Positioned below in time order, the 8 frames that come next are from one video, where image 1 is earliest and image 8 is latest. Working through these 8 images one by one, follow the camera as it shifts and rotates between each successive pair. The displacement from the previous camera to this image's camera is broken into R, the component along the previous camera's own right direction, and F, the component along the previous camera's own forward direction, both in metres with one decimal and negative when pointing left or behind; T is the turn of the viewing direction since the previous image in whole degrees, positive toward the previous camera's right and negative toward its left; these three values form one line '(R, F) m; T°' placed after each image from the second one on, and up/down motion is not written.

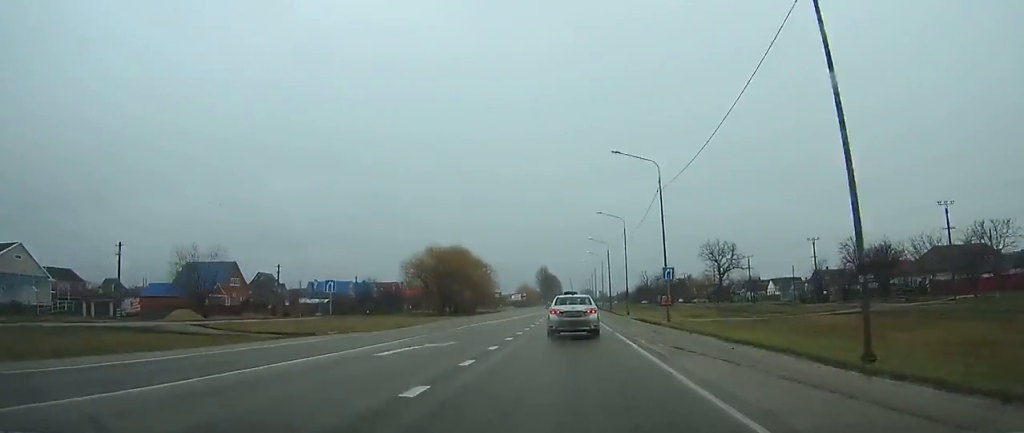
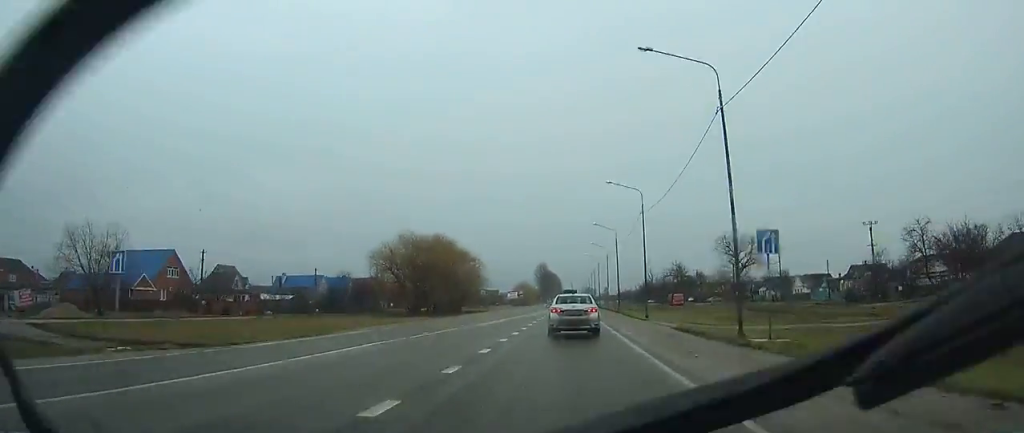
(-0.1, +17.6) m; 0°
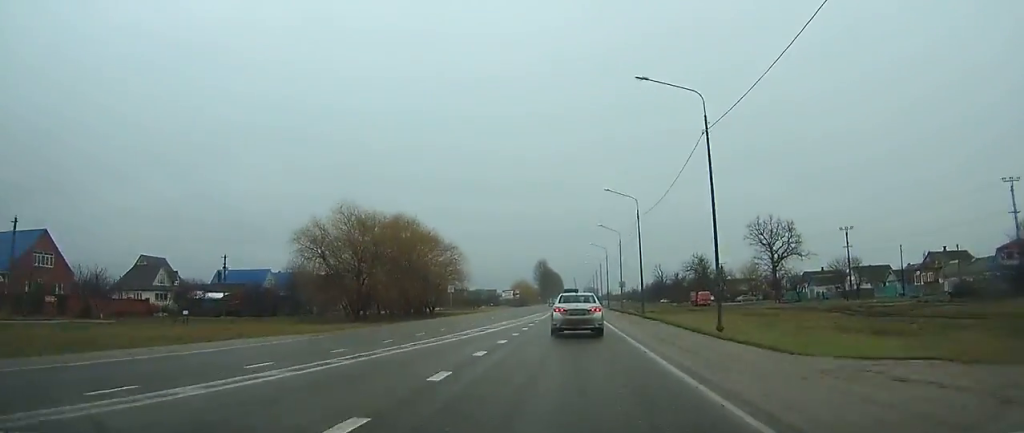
(-0.1, +25.3) m; 0°
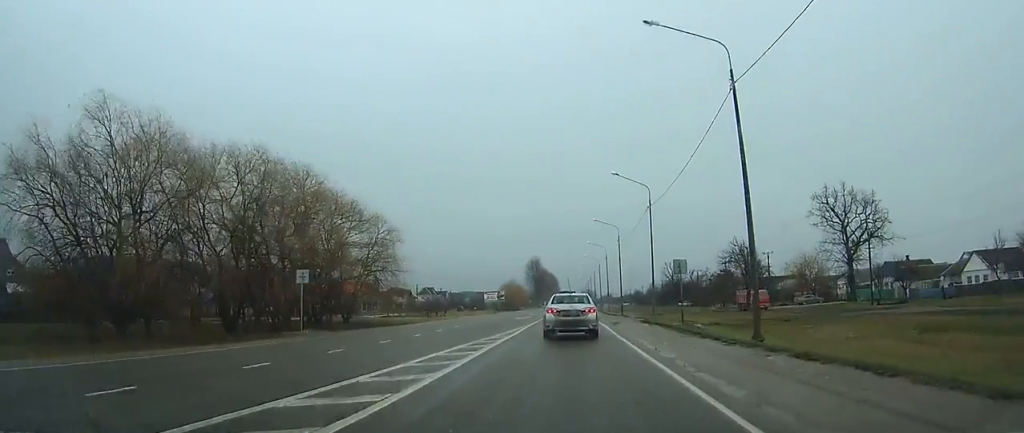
(0.0, +36.0) m; 0°
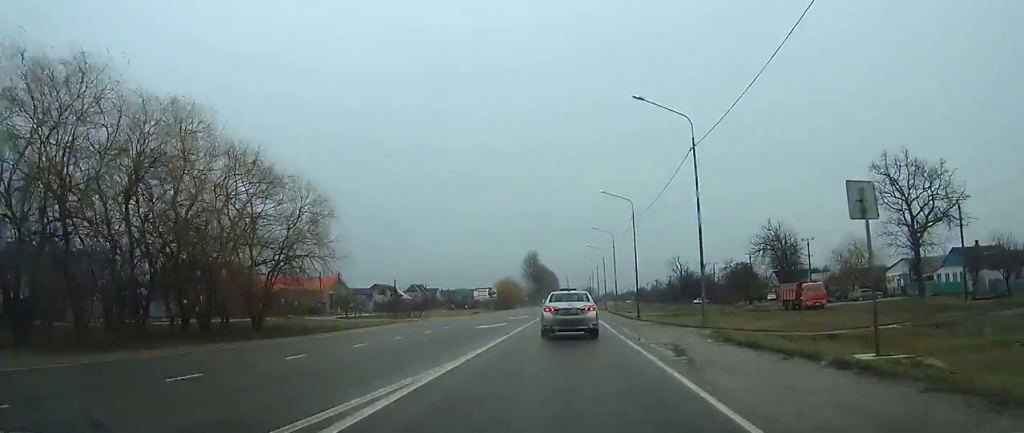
(-0.1, +18.3) m; 0°
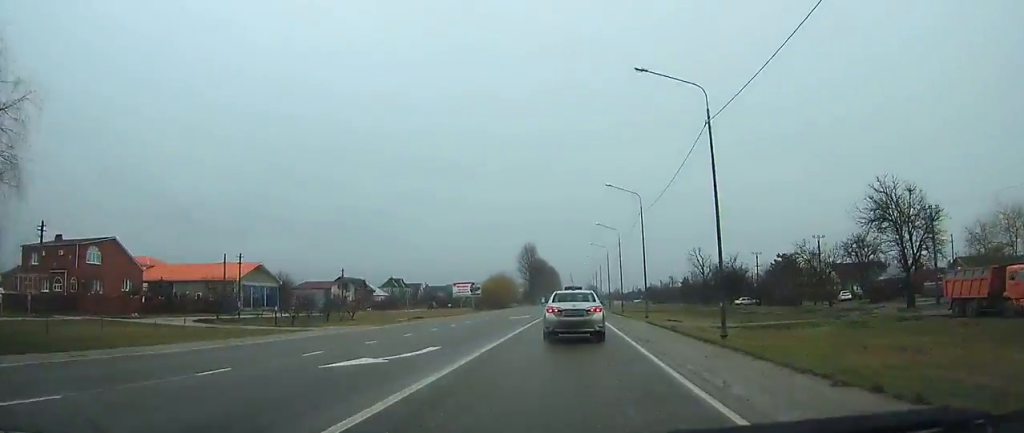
(+0.1, +31.6) m; 0°
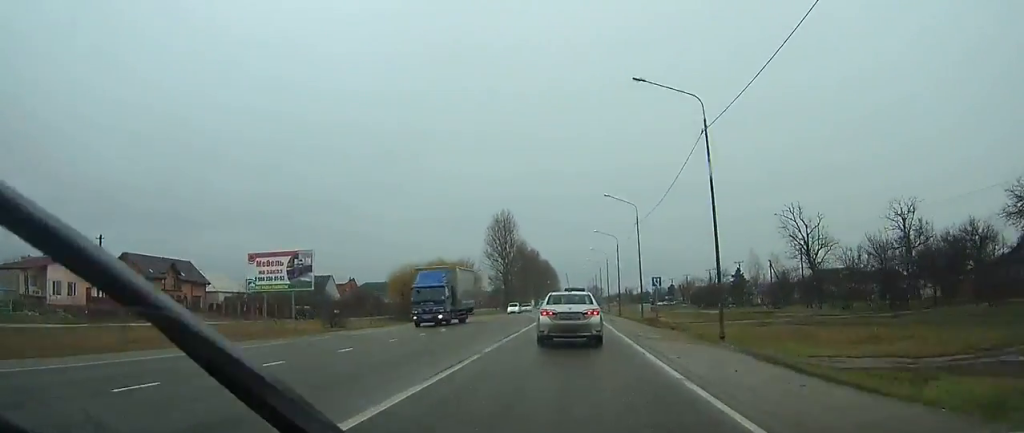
(+0.4, +84.0) m; 0°
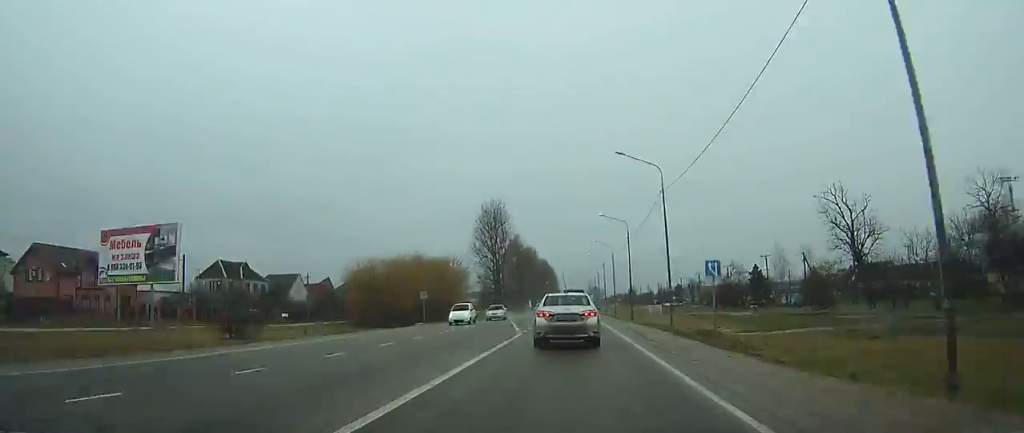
(0.0, +17.6) m; 0°
